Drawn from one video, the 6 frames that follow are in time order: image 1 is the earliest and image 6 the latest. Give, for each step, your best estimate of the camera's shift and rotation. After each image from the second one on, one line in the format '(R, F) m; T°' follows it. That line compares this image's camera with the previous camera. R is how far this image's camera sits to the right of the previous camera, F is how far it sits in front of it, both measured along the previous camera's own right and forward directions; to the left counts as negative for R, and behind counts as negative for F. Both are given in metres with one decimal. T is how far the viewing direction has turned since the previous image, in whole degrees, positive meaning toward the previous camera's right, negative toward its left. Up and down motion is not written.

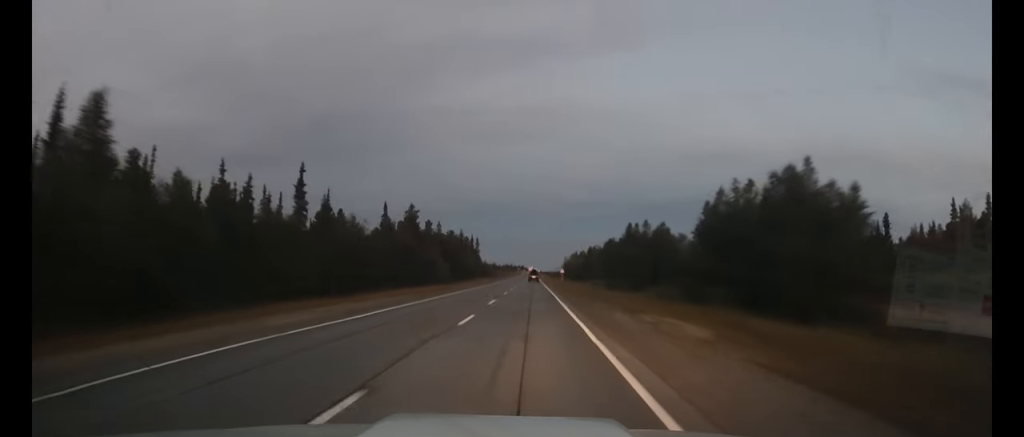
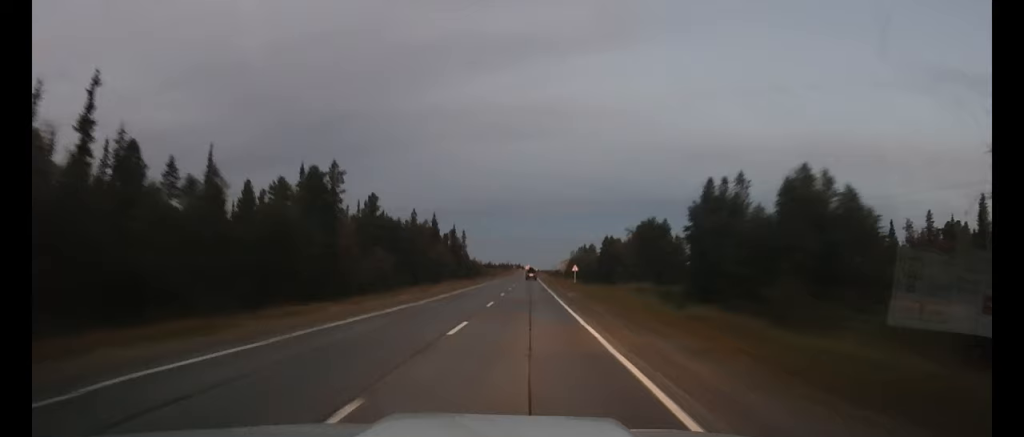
(-0.1, +37.5) m; 0°
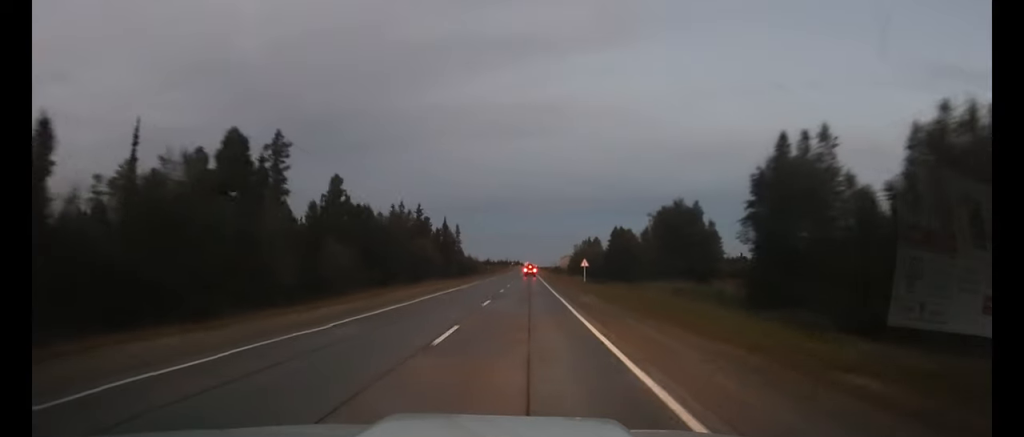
(0.0, +13.8) m; 0°
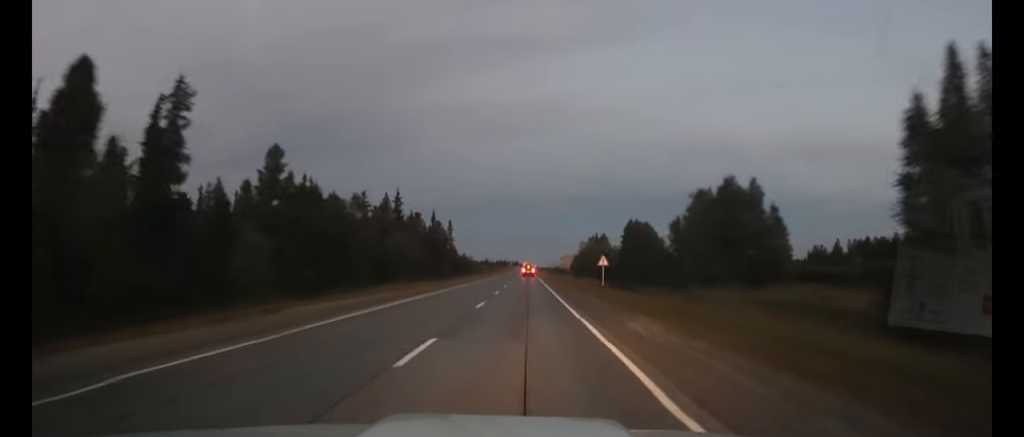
(0.0, +15.2) m; 0°
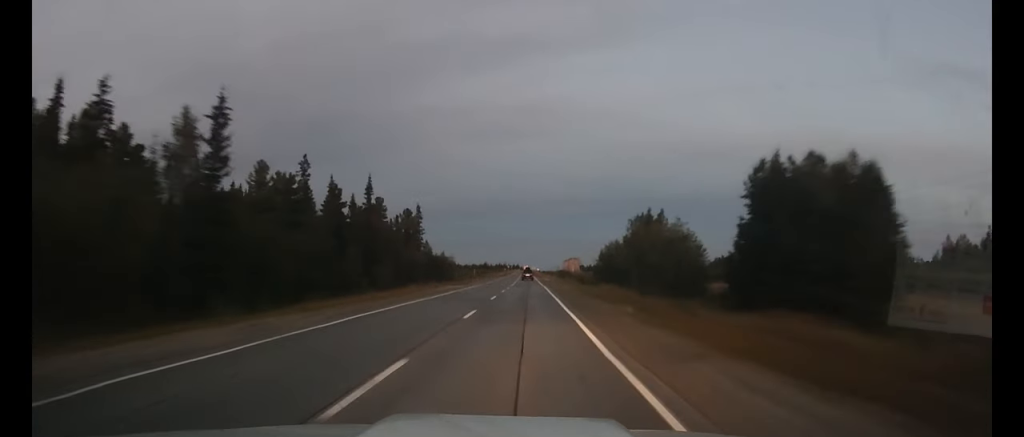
(0.0, +50.0) m; 0°
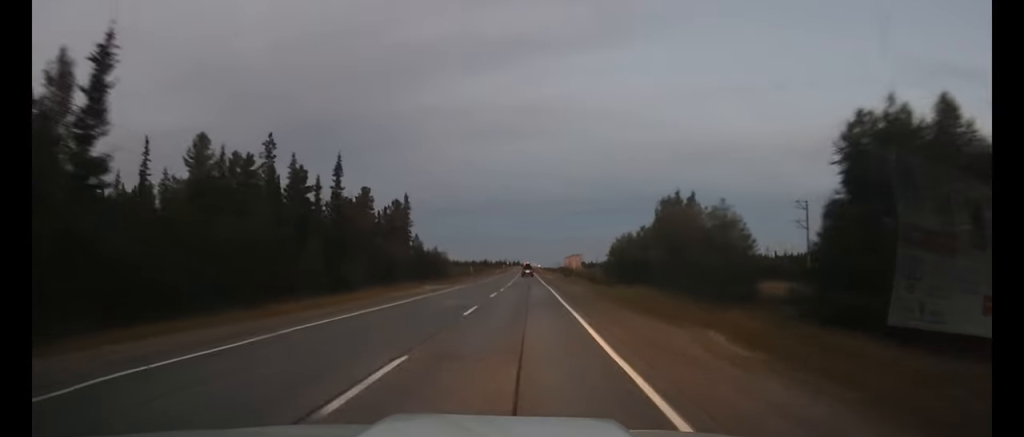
(0.0, +12.6) m; 0°
